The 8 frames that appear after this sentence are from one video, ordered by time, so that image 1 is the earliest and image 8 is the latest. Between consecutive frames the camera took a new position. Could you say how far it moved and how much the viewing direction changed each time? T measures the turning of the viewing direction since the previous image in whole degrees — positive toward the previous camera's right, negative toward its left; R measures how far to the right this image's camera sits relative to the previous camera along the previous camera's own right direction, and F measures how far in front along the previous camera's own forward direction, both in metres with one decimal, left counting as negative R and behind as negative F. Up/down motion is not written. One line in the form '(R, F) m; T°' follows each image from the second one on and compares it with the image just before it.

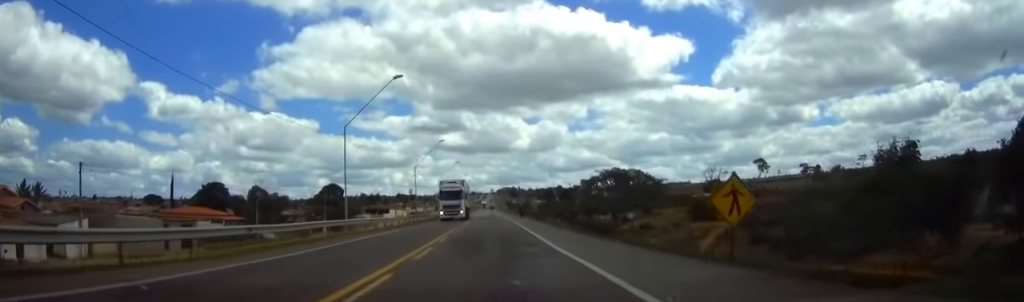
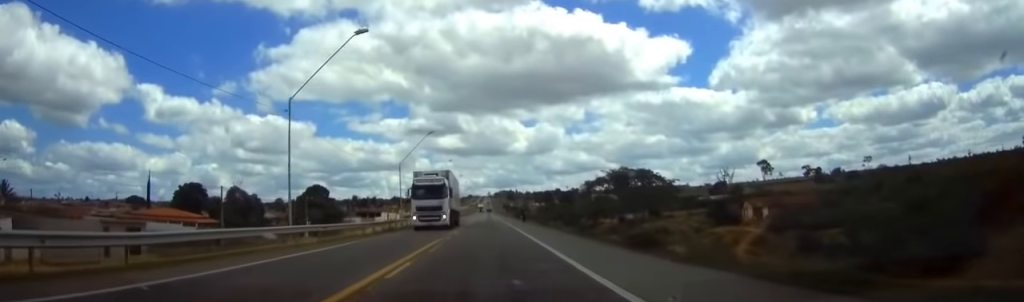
(0.0, +11.6) m; 0°
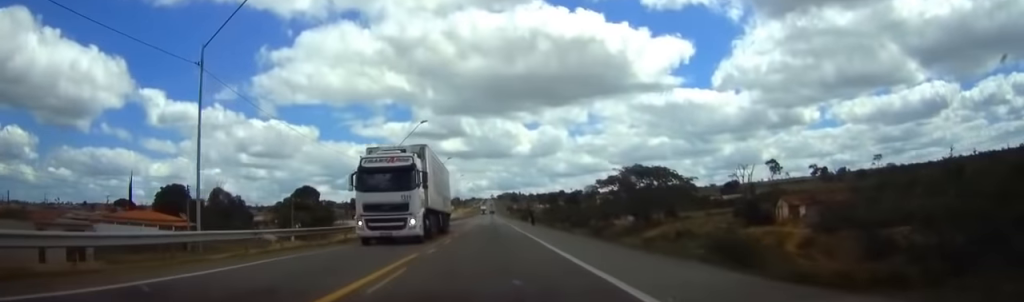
(+0.1, +10.5) m; 0°
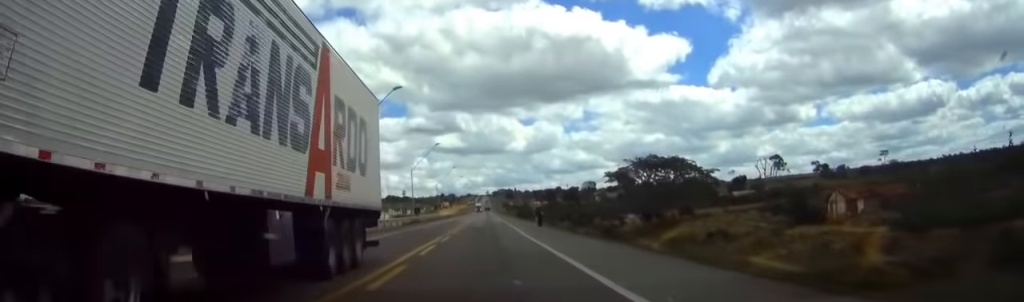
(0.0, +14.8) m; 0°
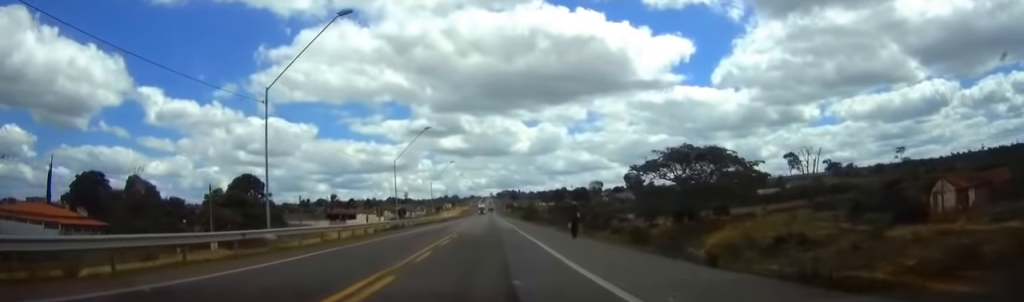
(0.0, +18.0) m; 0°
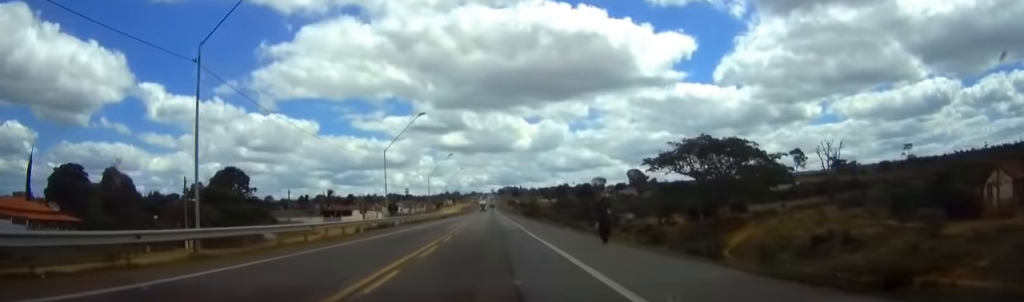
(0.0, +7.3) m; 0°
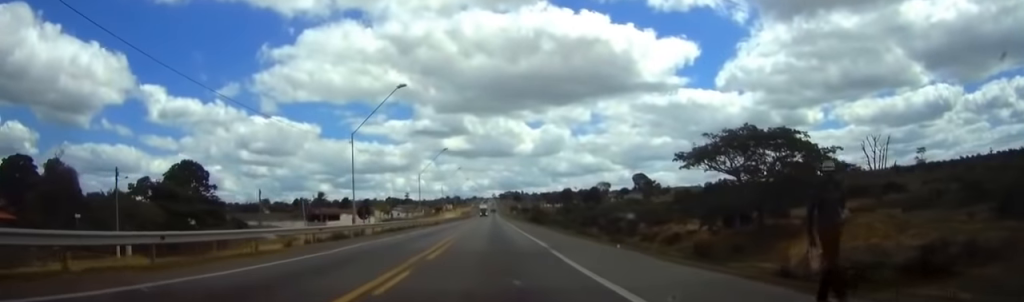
(0.0, +14.8) m; 0°
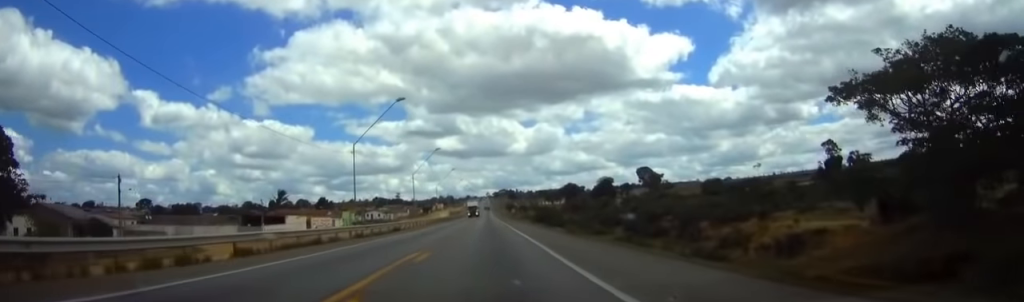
(0.0, +37.5) m; 0°
